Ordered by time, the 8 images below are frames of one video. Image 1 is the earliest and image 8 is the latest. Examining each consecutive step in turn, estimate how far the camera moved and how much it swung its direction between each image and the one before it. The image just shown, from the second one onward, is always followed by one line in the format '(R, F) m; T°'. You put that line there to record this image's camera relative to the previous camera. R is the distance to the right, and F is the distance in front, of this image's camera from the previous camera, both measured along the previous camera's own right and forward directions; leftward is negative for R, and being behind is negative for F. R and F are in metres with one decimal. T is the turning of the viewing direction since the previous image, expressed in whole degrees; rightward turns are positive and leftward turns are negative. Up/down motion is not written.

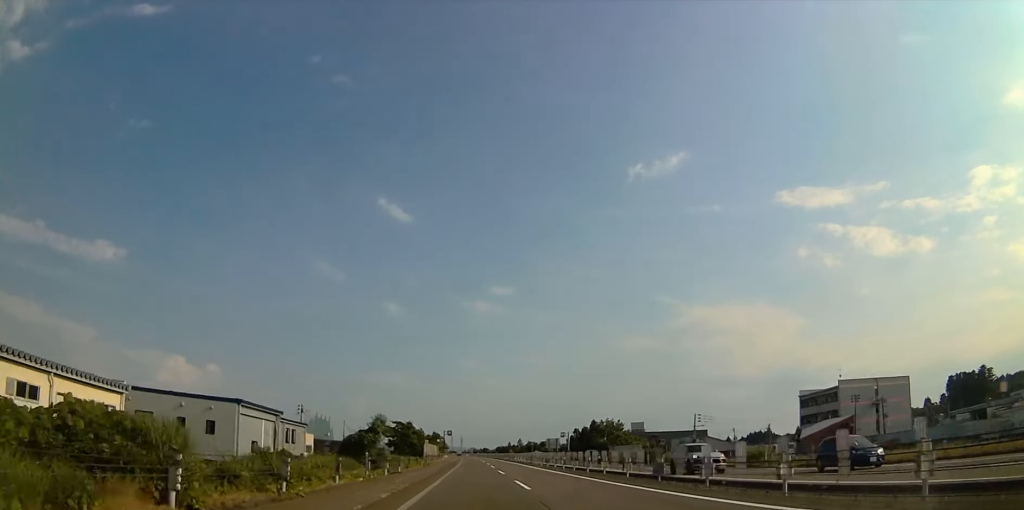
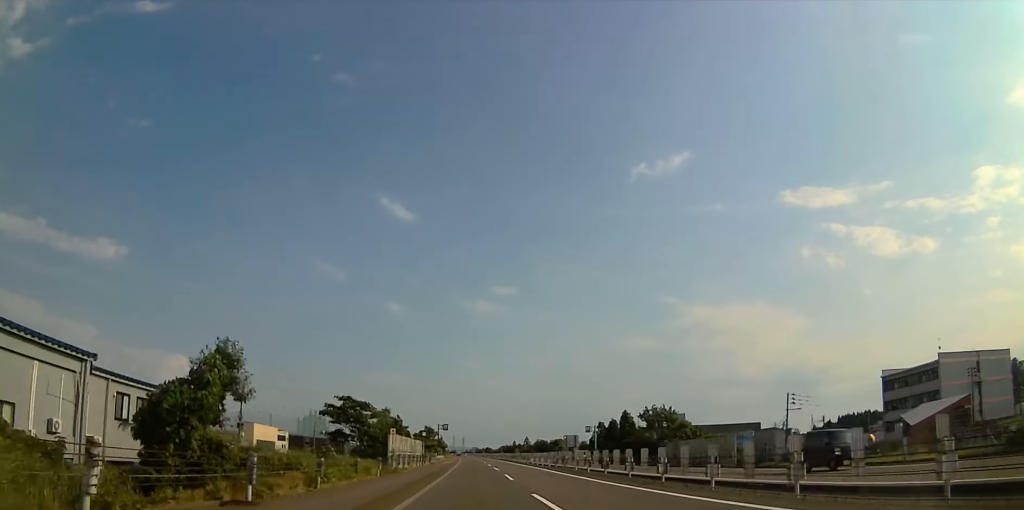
(0.0, +31.2) m; 0°
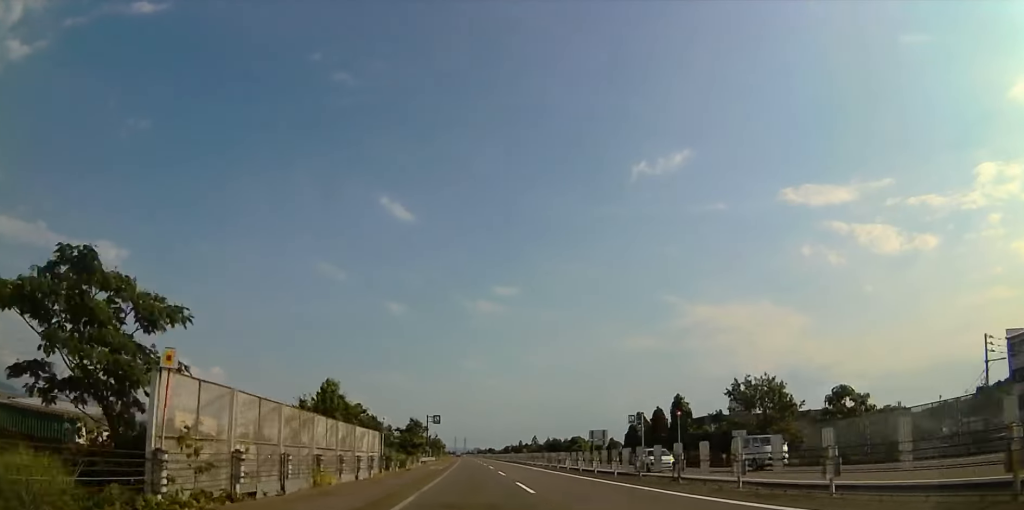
(+0.1, +32.4) m; 0°
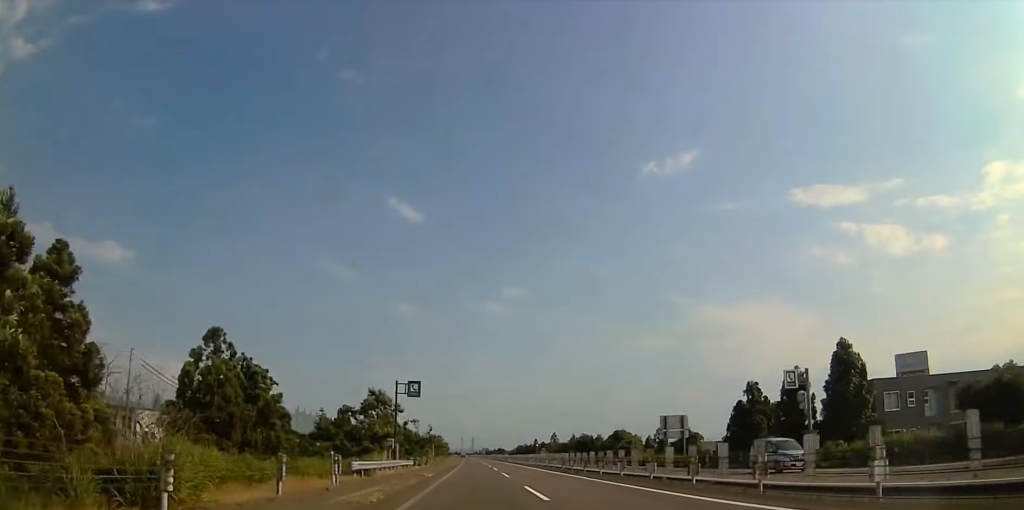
(-0.1, +42.9) m; 0°
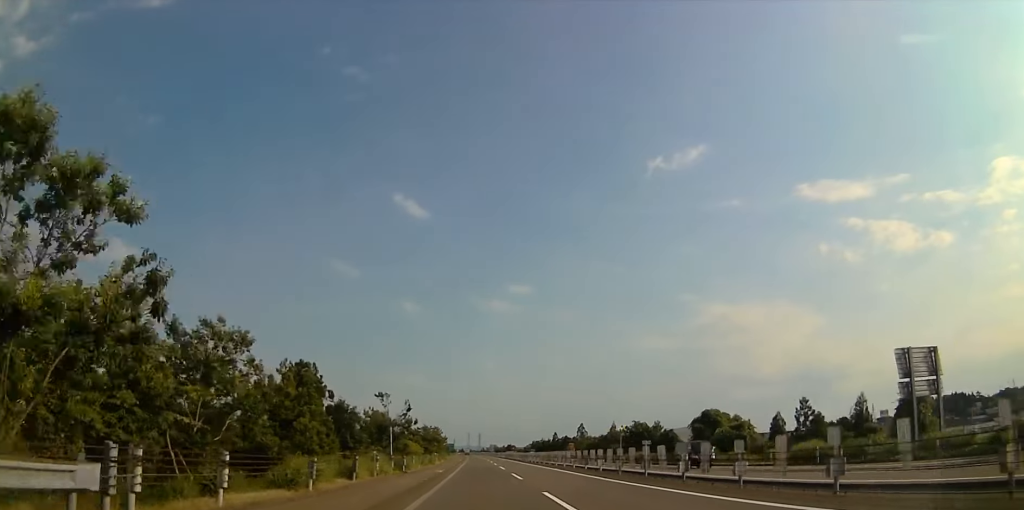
(-0.1, +45.6) m; 0°
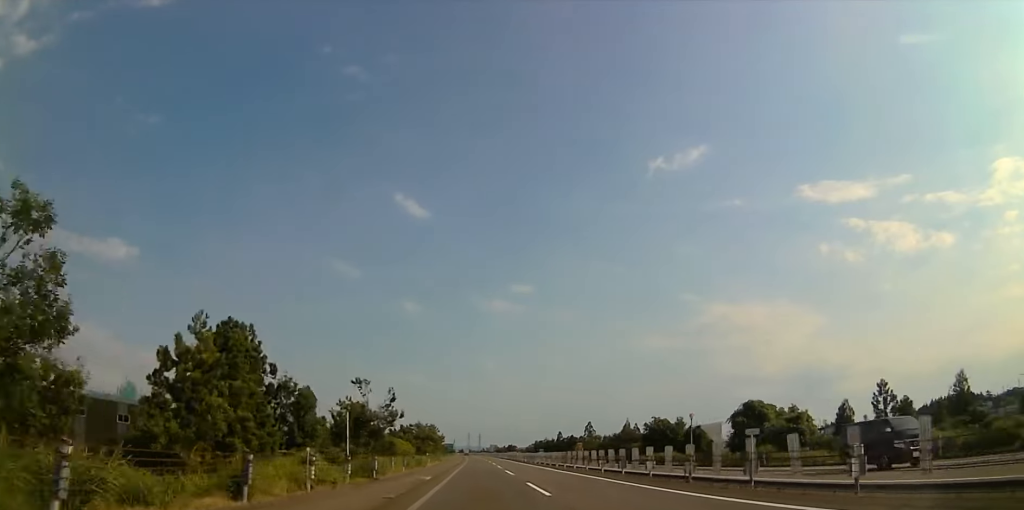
(0.0, +12.7) m; 0°
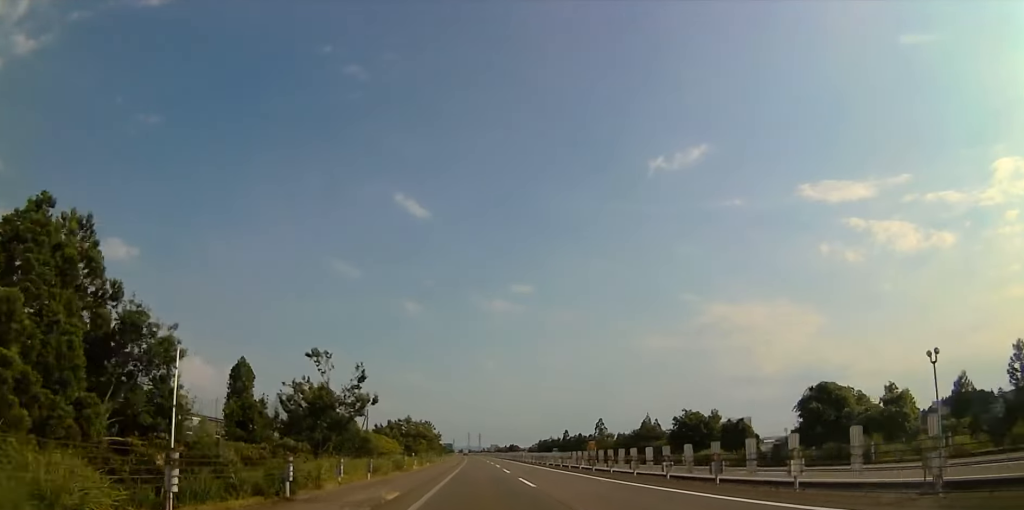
(0.0, +14.8) m; 0°
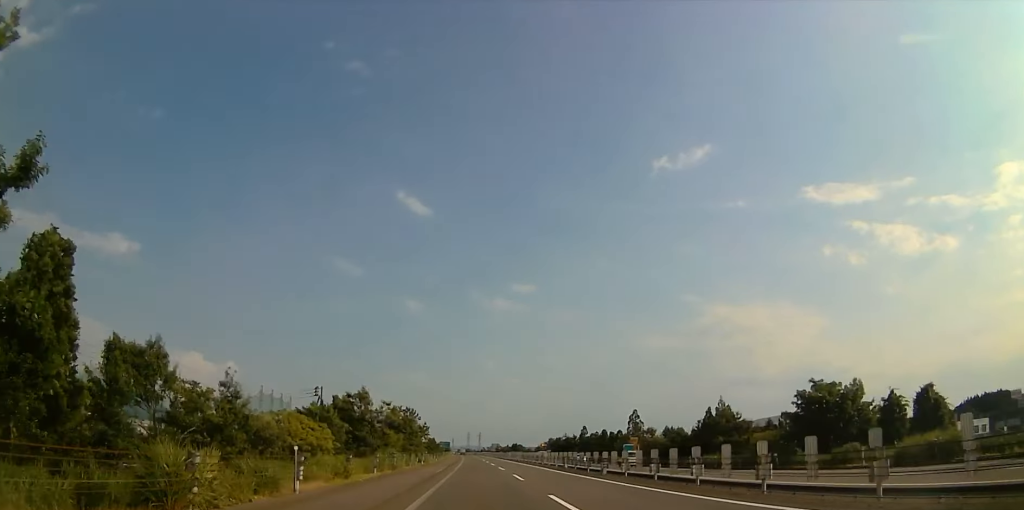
(-0.4, +33.8) m; -2°
